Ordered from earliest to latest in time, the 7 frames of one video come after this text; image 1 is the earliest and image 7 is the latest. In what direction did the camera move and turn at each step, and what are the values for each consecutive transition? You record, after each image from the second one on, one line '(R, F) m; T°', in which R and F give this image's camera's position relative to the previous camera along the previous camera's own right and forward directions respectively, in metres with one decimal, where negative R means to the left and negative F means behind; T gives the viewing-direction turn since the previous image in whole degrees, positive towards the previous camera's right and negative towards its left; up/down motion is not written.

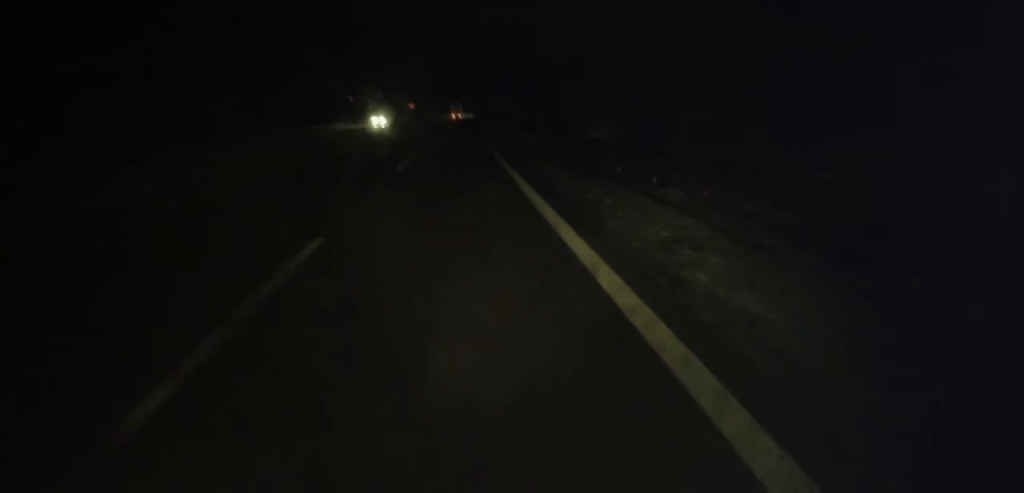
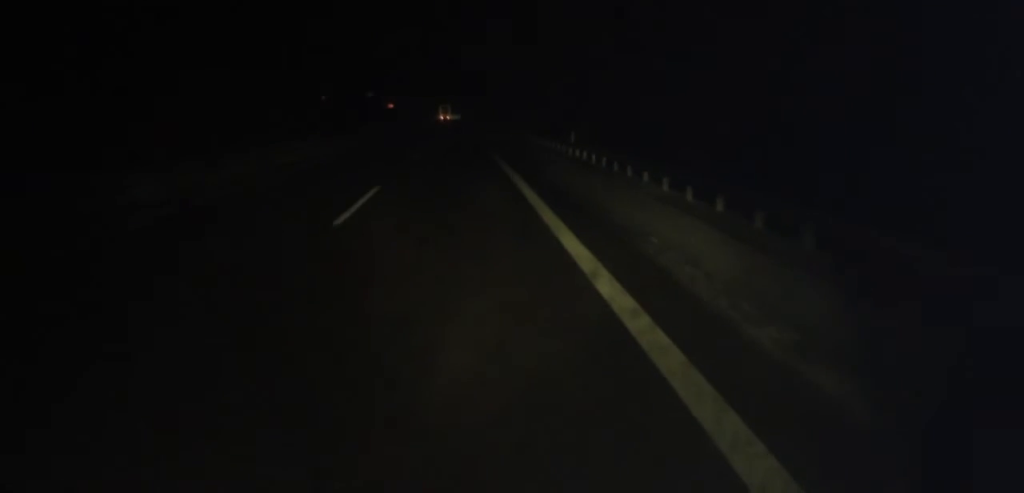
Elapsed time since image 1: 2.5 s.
(+0.2, +61.6) m; +1°
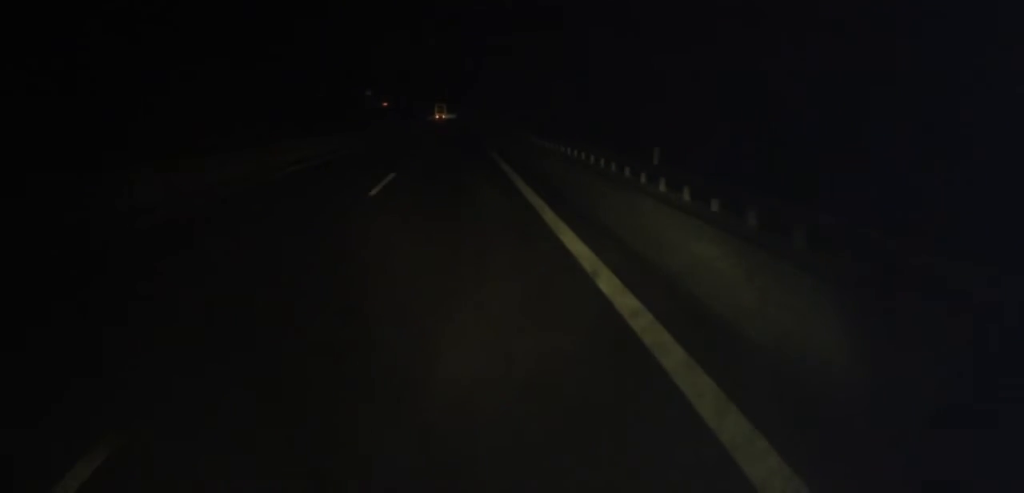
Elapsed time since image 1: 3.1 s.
(0.0, +13.3) m; +1°
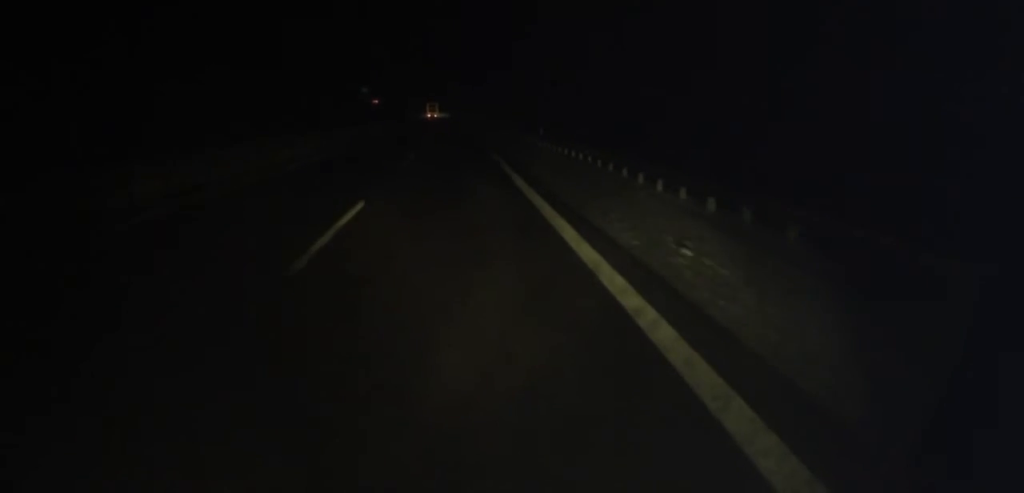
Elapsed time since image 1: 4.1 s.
(+0.3, +25.1) m; -1°
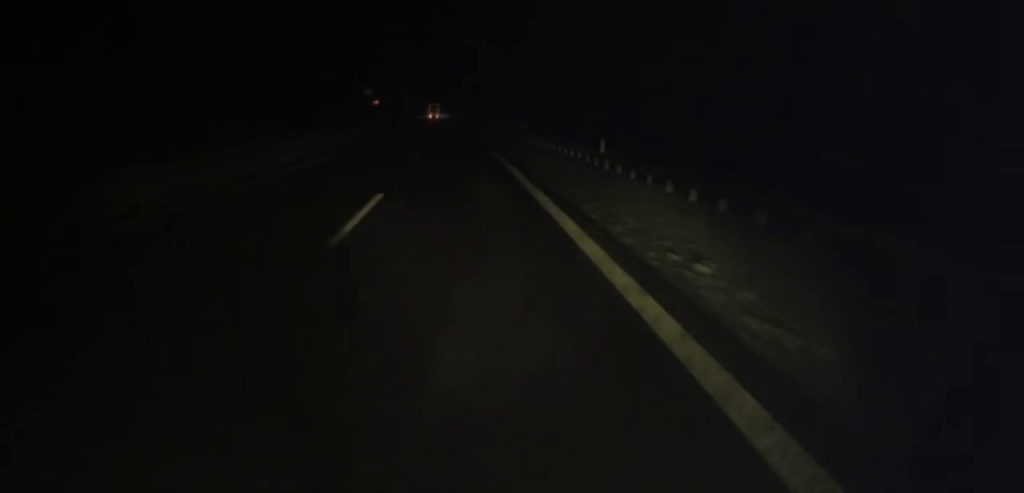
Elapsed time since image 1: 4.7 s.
(-0.4, +15.9) m; 0°
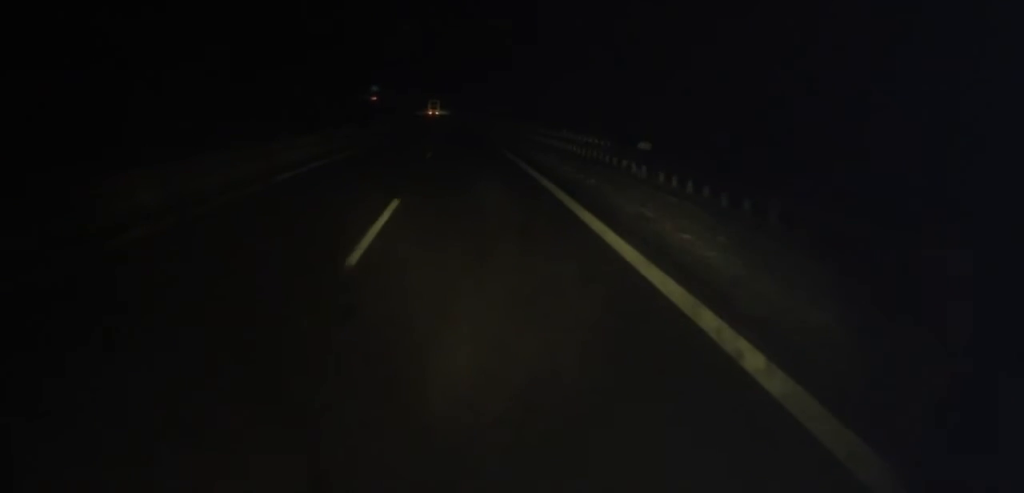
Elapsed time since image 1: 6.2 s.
(0.0, +37.2) m; 0°
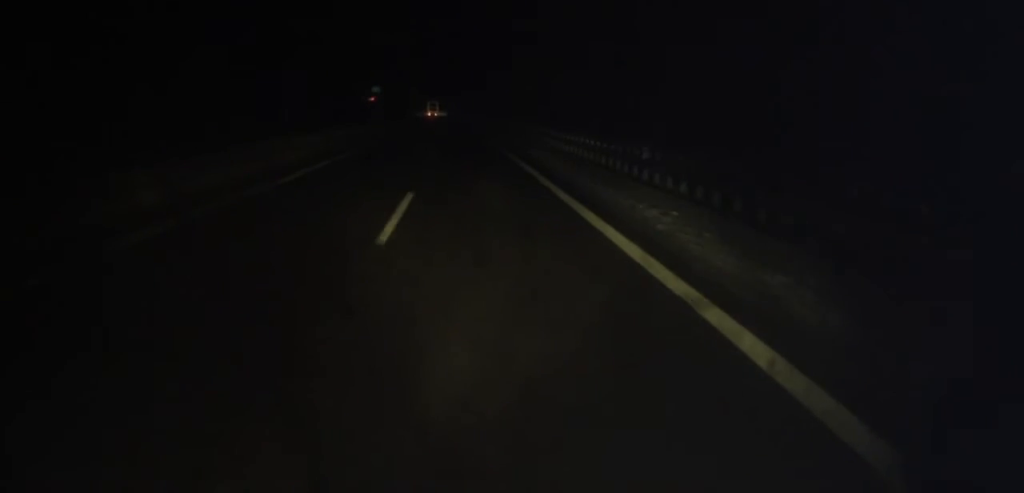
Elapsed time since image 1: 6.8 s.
(-0.2, +16.1) m; -1°
